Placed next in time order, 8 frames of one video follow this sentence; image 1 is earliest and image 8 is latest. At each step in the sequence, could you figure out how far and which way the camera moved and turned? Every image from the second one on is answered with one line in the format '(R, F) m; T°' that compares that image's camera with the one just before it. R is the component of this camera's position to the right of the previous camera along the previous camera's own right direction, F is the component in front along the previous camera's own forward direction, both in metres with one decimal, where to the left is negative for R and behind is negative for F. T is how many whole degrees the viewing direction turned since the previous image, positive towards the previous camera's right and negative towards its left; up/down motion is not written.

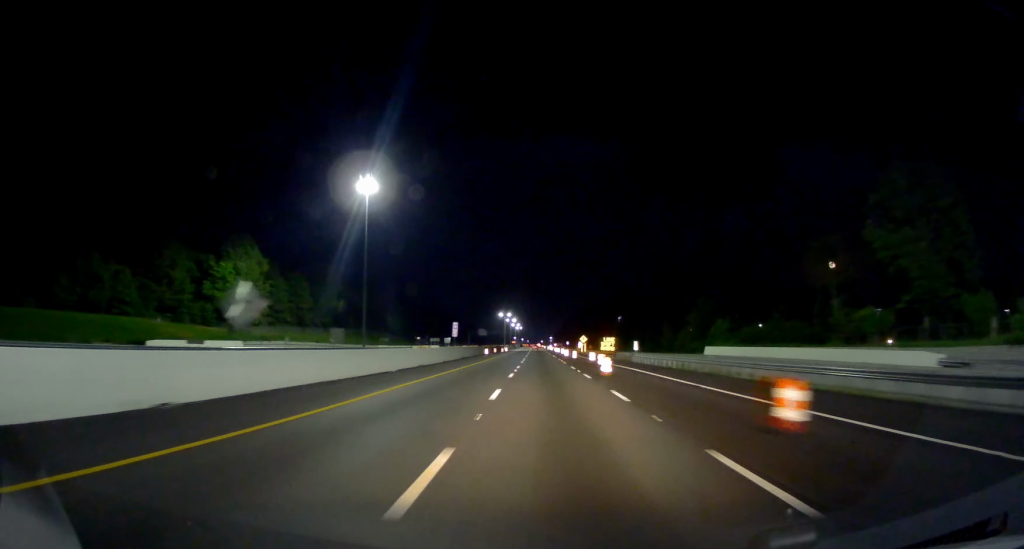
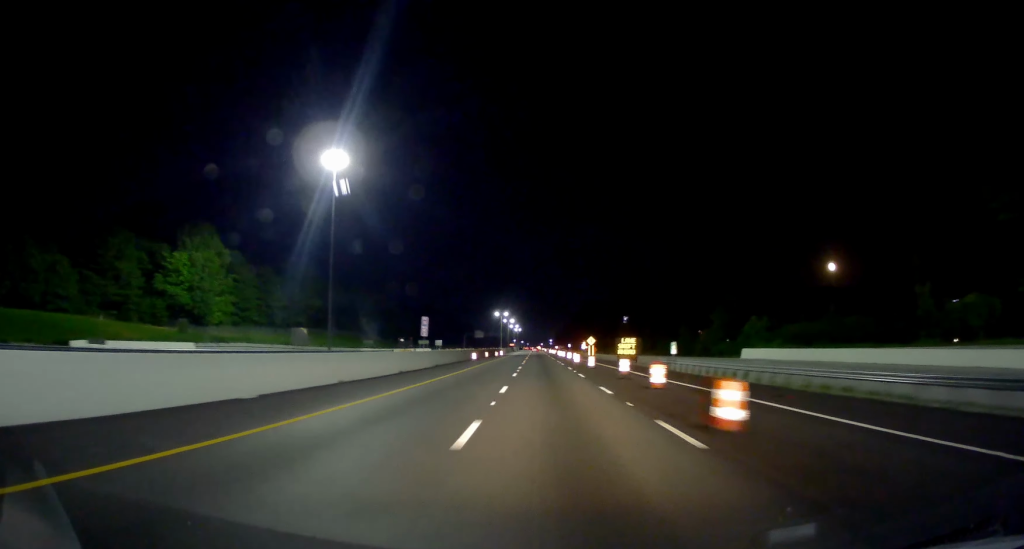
(+0.4, +19.9) m; 0°
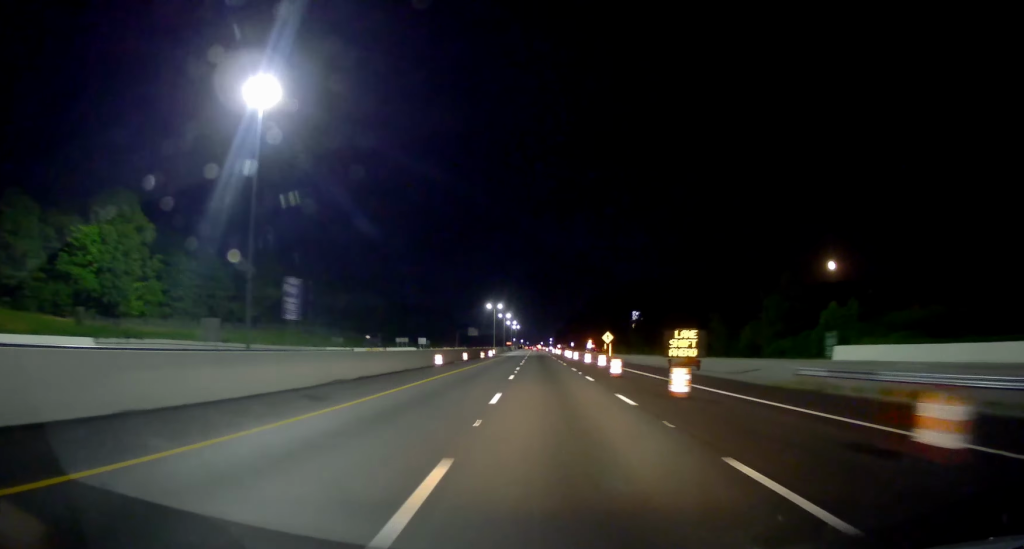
(-0.1, +28.9) m; 0°
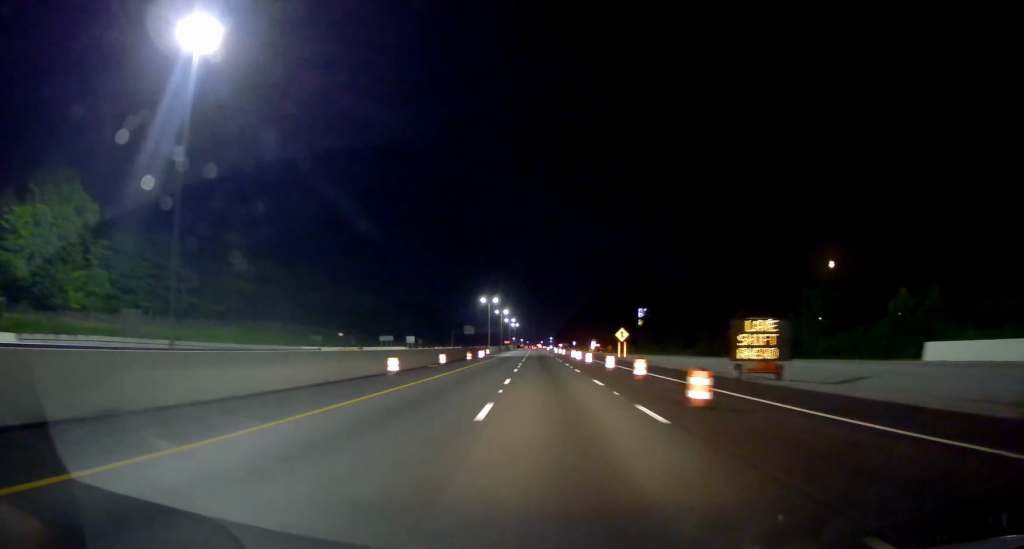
(-0.2, +15.9) m; 0°
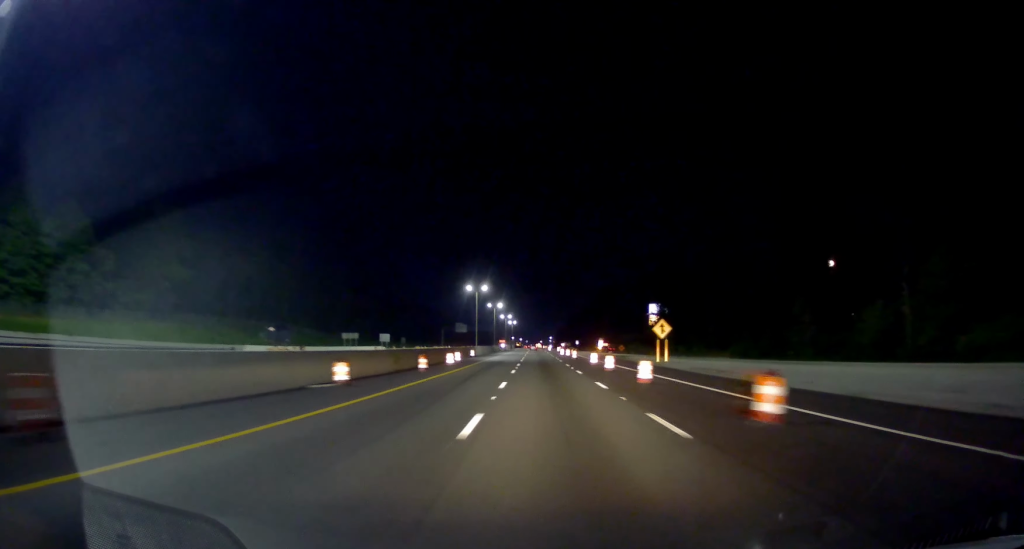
(+0.5, +26.9) m; 0°
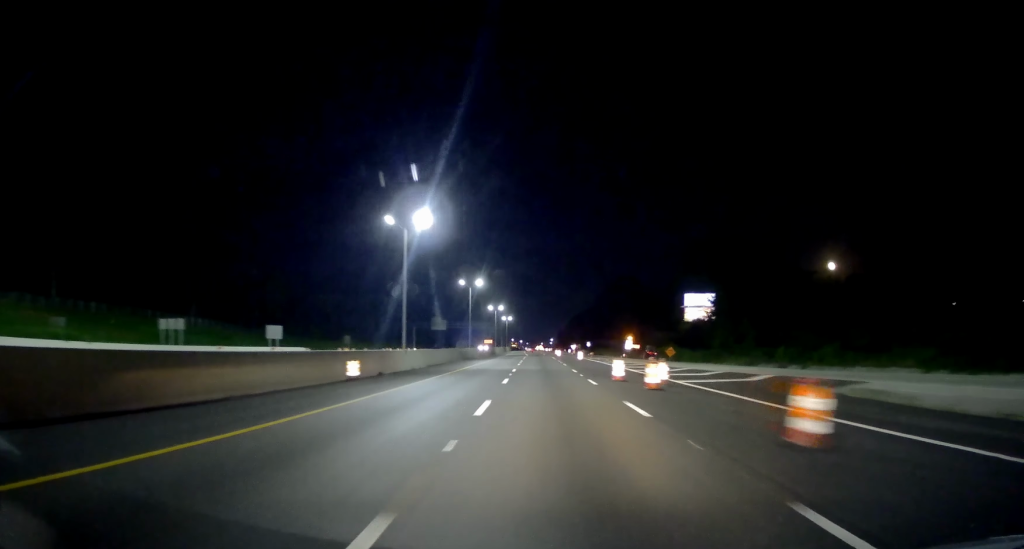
(0.0, +56.7) m; 0°
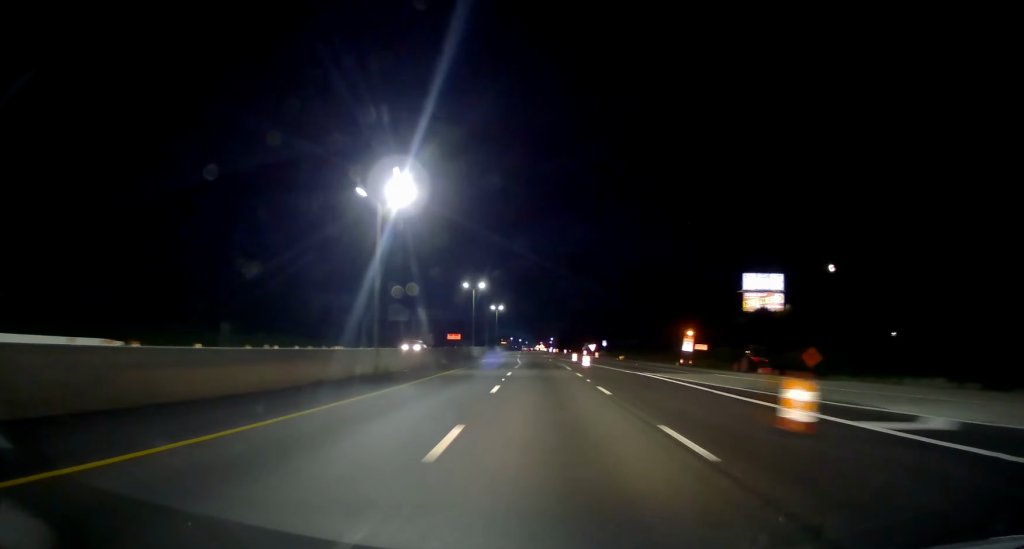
(-0.8, +54.1) m; -1°
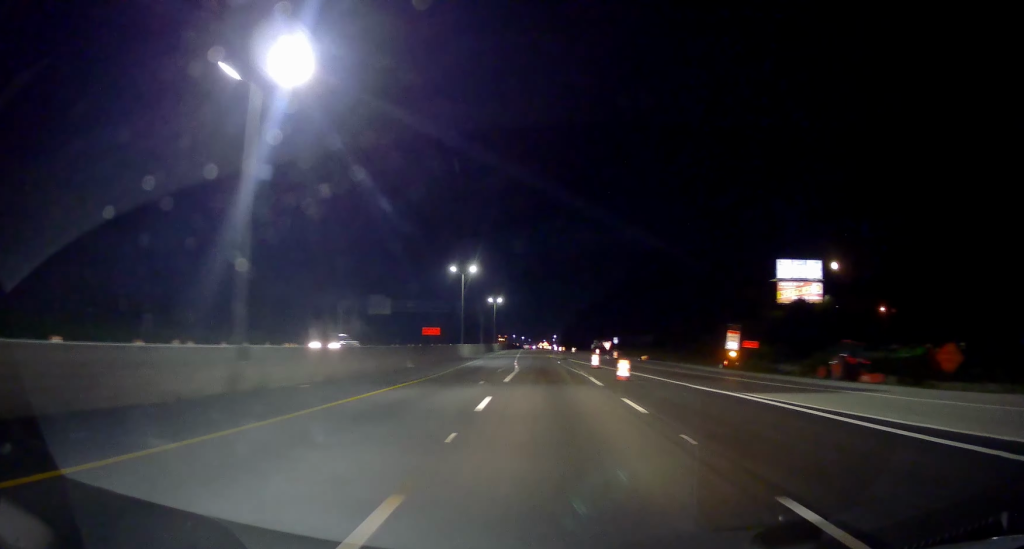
(0.0, +18.3) m; 0°
